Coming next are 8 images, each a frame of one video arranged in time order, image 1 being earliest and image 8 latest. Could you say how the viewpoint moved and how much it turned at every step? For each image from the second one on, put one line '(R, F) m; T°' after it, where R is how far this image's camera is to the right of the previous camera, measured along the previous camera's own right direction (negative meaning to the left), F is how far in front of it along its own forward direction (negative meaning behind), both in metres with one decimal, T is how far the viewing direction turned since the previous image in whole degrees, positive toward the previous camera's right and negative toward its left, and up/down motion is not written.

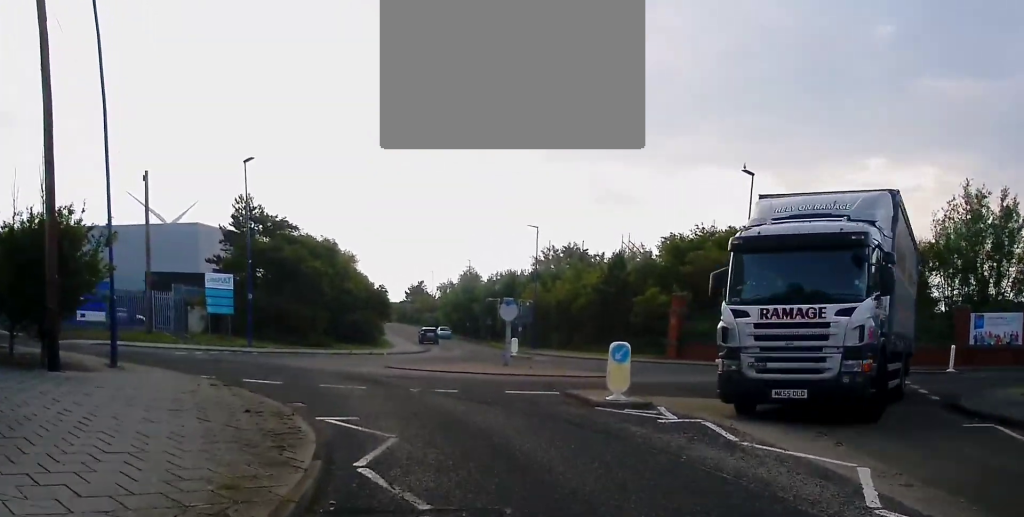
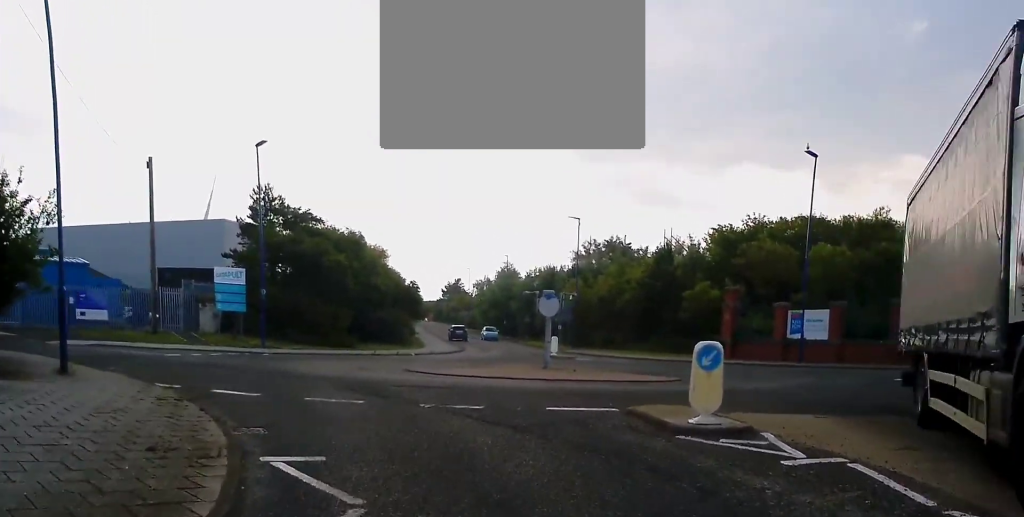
(0.0, +4.2) m; -5°
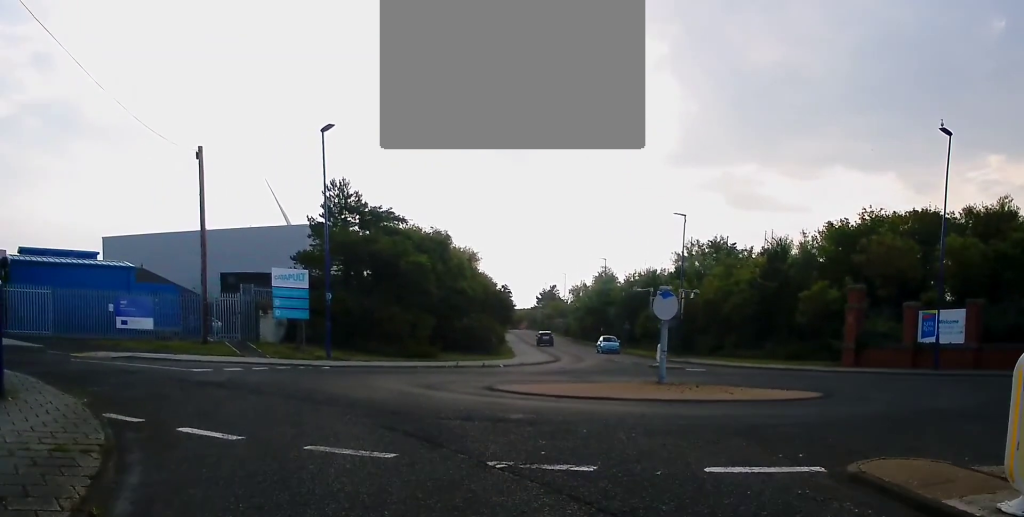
(-0.6, +5.2) m; -9°
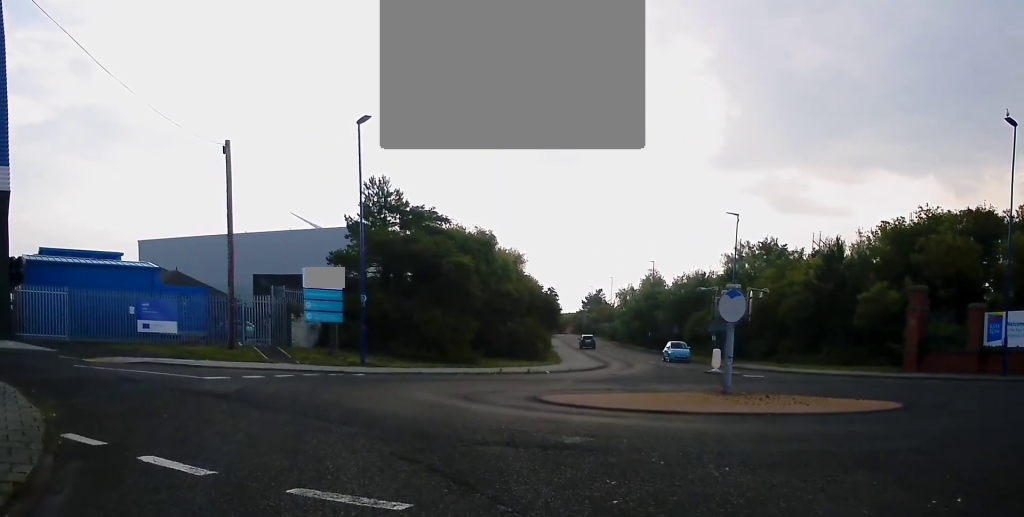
(0.0, +2.4) m; -2°
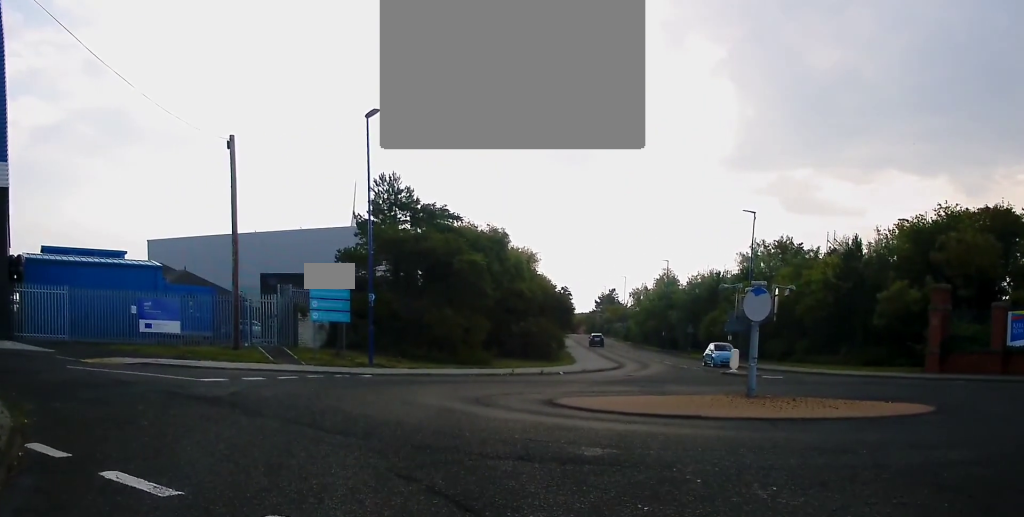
(-0.3, +1.5) m; 0°
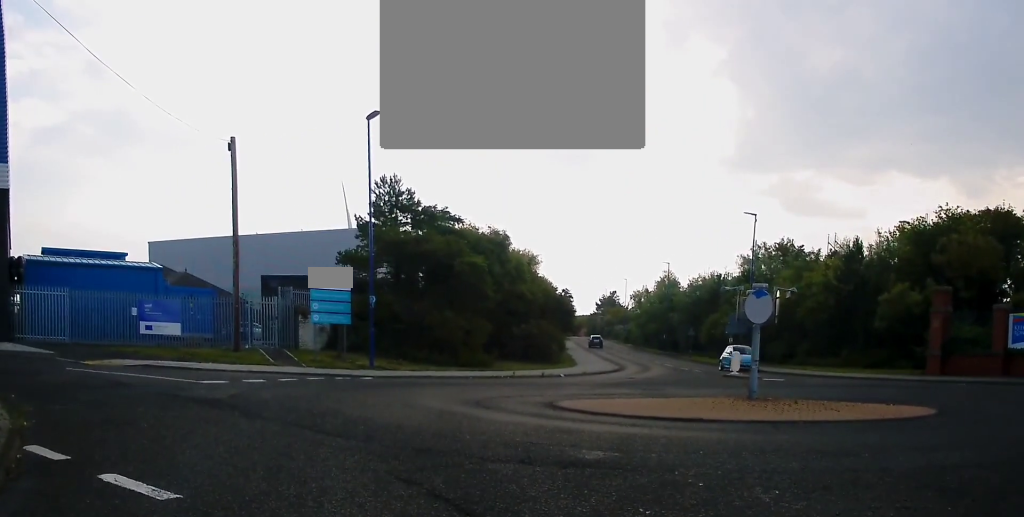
(-0.1, +0.3) m; 0°
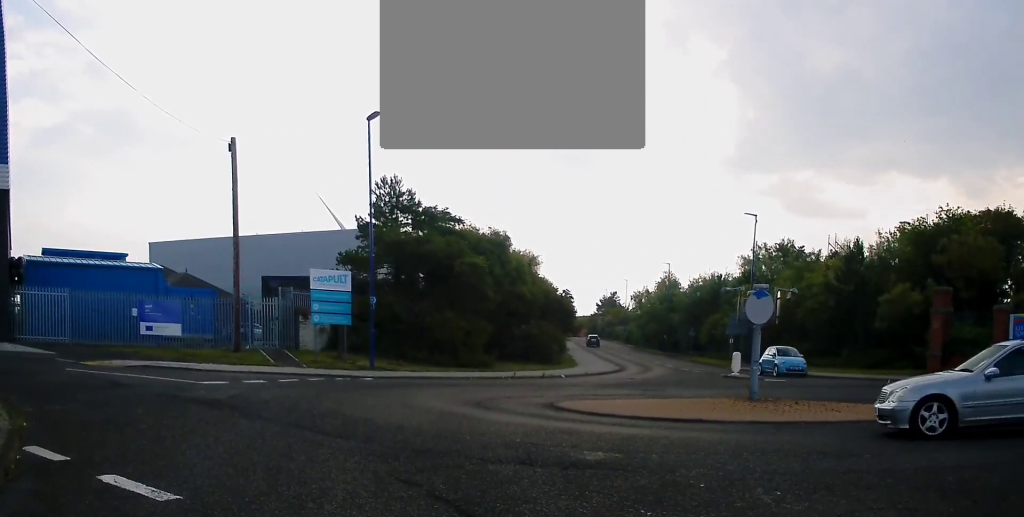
(-0.1, +0.4) m; 0°
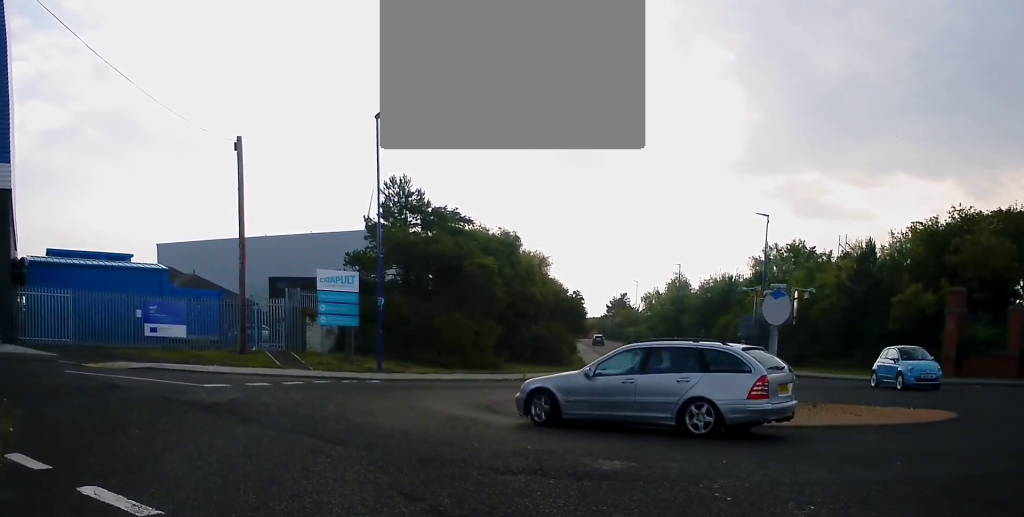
(0.0, +0.4) m; 0°
